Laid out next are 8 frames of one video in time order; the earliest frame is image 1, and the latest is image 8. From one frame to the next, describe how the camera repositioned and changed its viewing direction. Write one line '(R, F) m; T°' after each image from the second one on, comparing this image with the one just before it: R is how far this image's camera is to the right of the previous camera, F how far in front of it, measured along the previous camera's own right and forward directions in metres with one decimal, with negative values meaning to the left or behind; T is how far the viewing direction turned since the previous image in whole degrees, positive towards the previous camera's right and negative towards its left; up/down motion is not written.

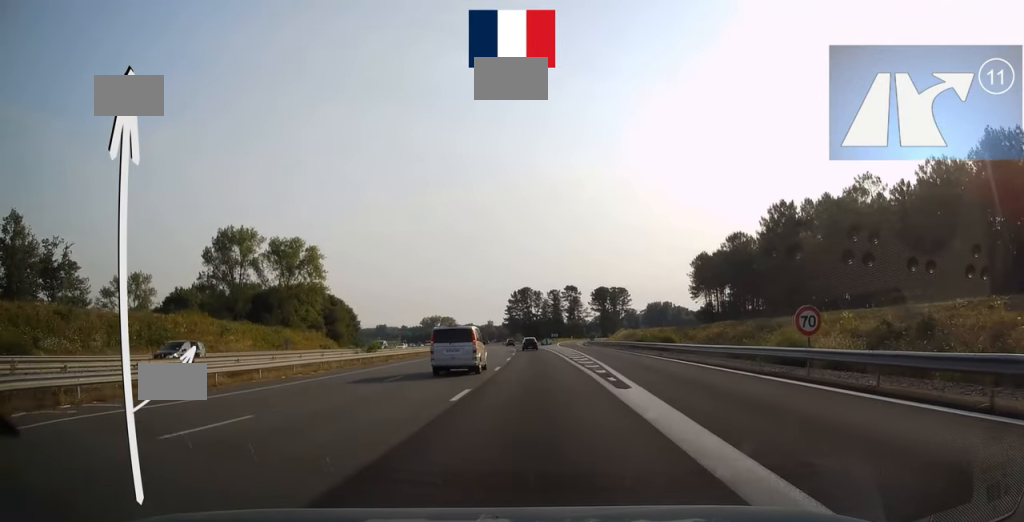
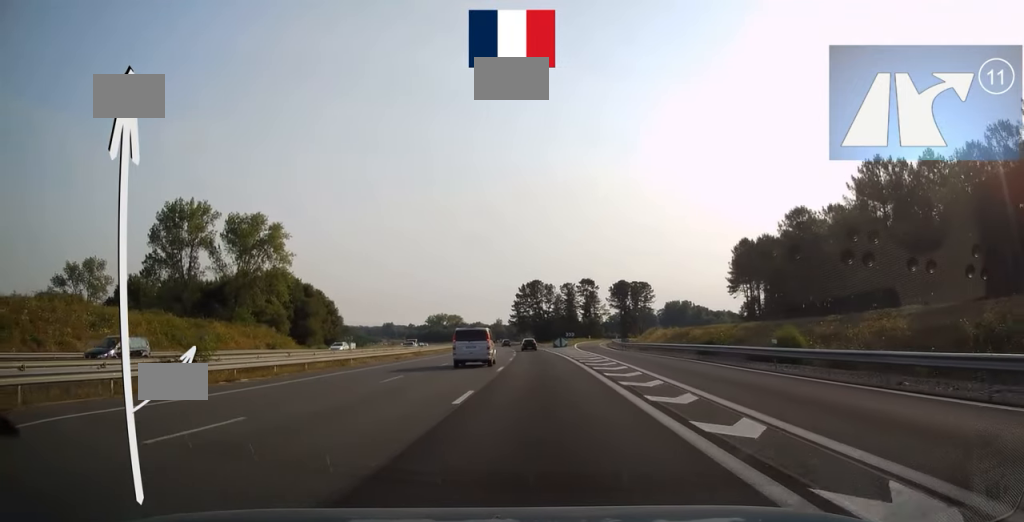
(-0.2, +26.6) m; -1°
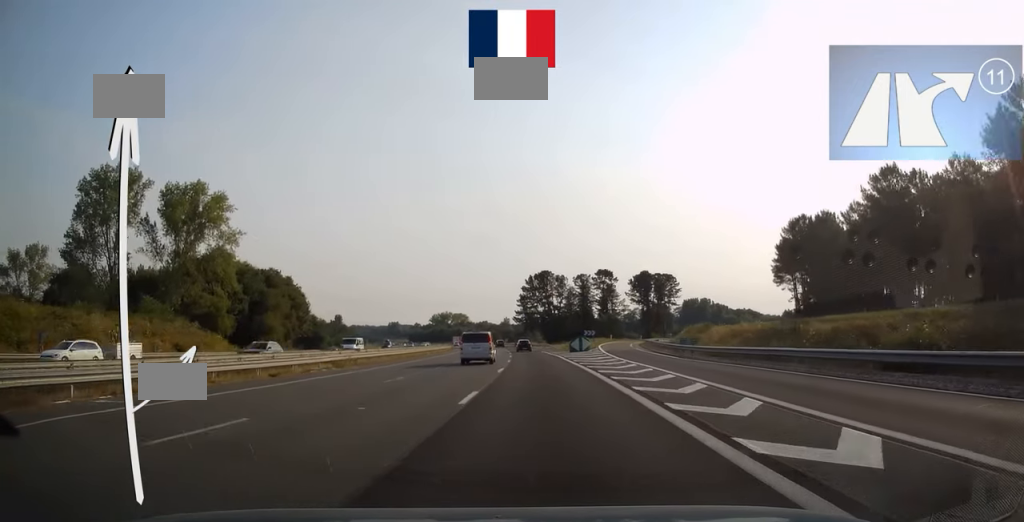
(-0.3, +26.2) m; -1°
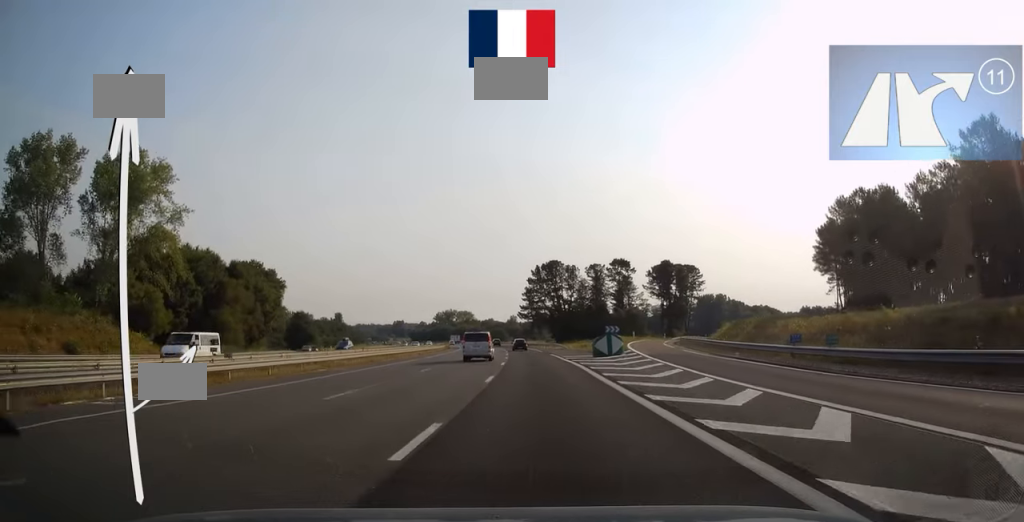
(-0.1, +18.8) m; -1°
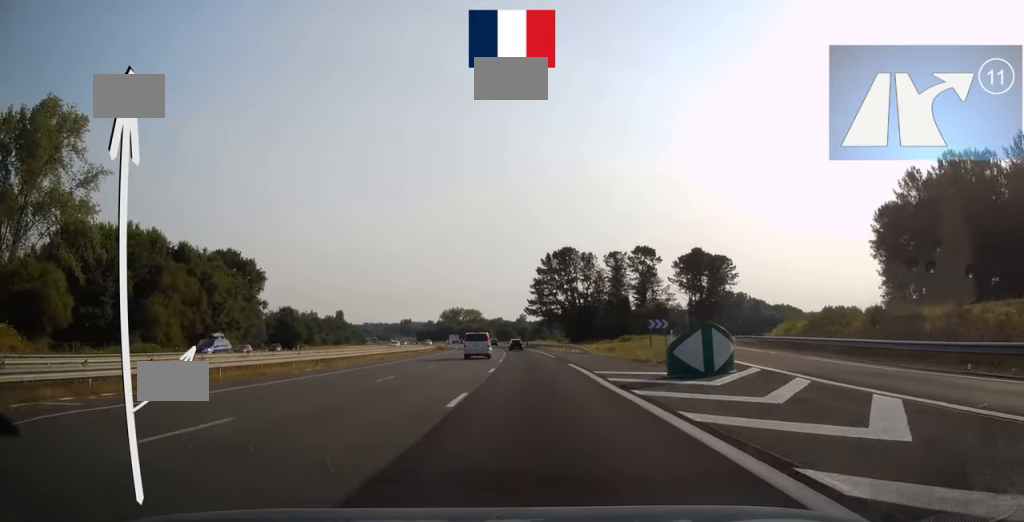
(0.0, +20.7) m; -1°
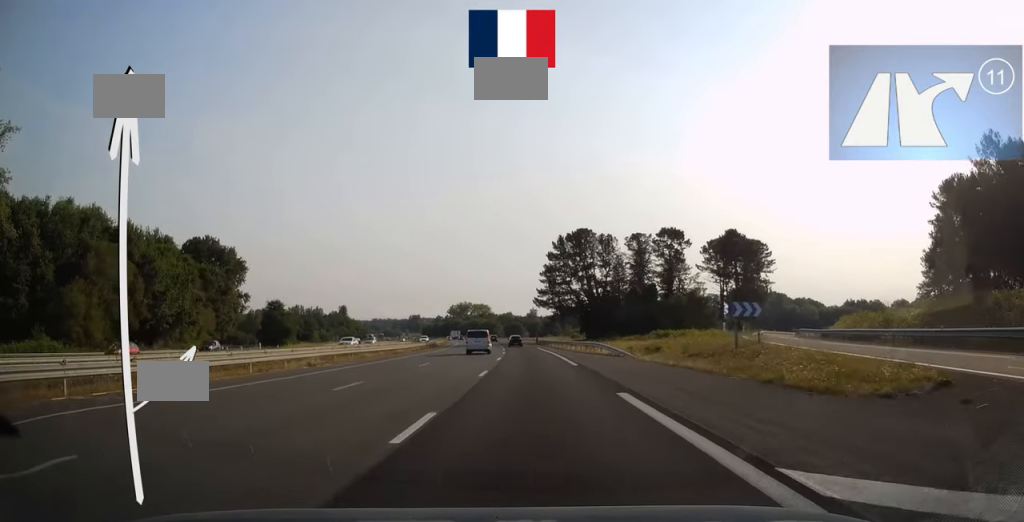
(-0.3, +17.3) m; -1°
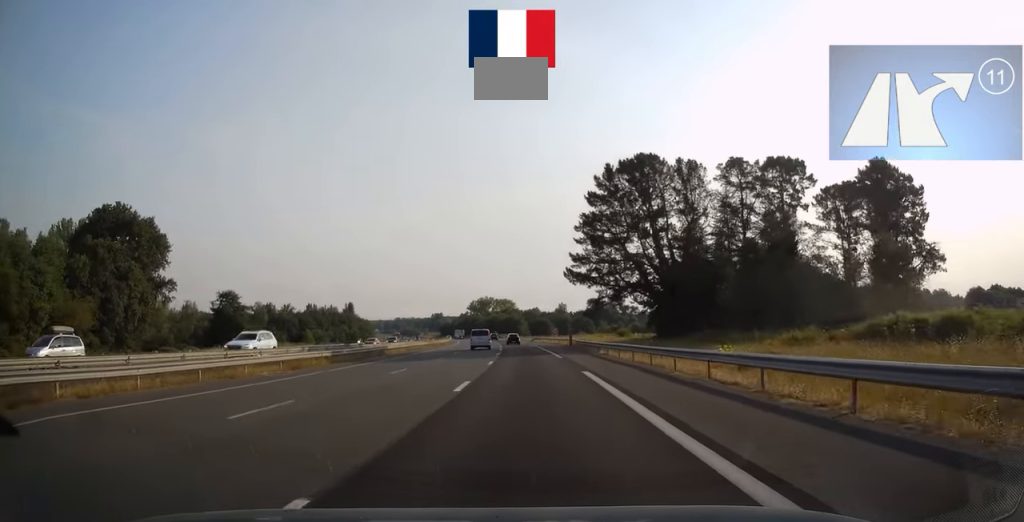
(-1.0, +44.9) m; -3°
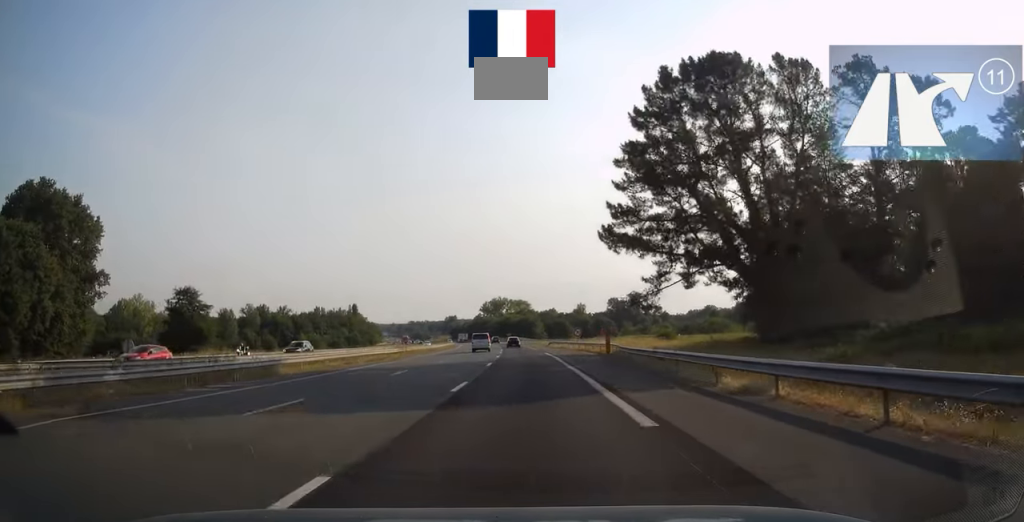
(-0.5, +25.2) m; -1°
